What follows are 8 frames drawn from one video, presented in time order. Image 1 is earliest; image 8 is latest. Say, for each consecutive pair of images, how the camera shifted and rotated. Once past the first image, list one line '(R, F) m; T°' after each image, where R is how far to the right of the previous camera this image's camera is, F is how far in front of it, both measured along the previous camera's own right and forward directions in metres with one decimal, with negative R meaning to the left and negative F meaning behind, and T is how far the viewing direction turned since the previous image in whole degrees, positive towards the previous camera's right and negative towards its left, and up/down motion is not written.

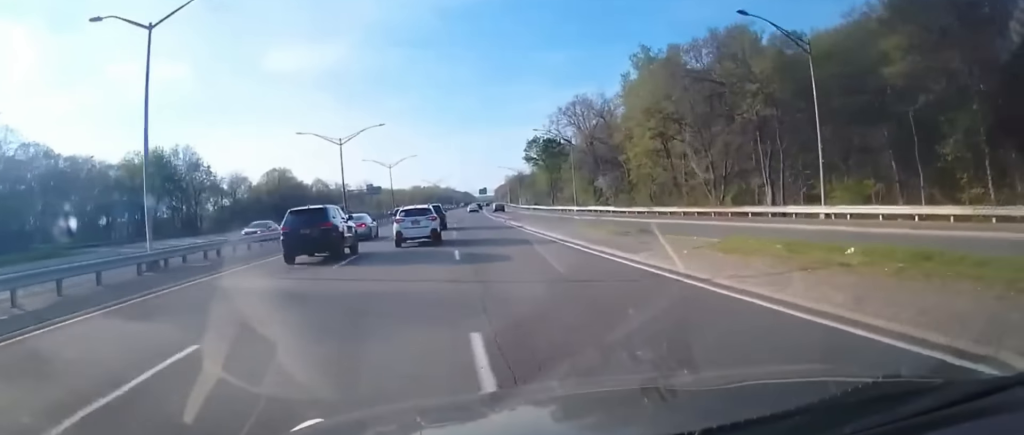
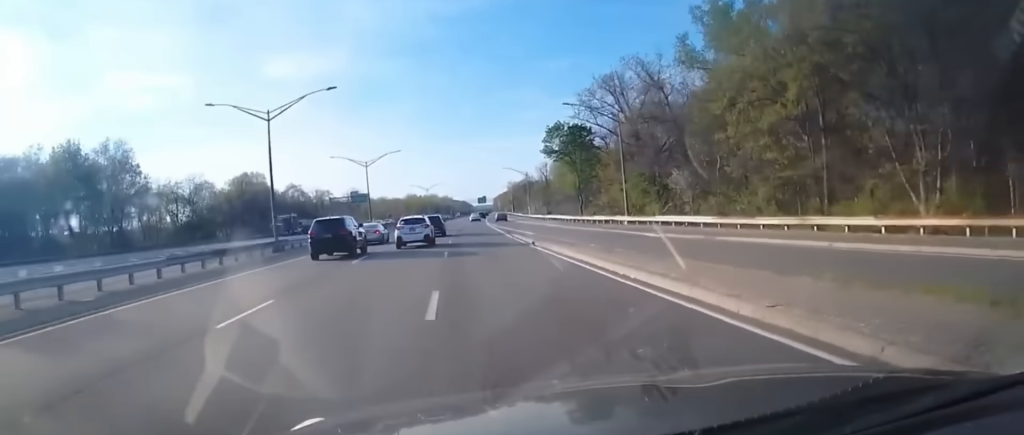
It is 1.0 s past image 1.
(-0.1, +20.7) m; 0°
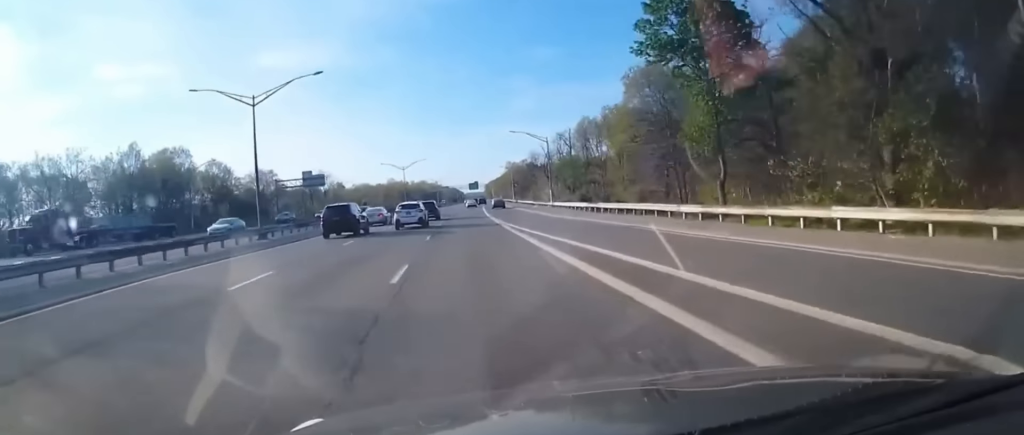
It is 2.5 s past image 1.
(+0.4, +33.1) m; +2°
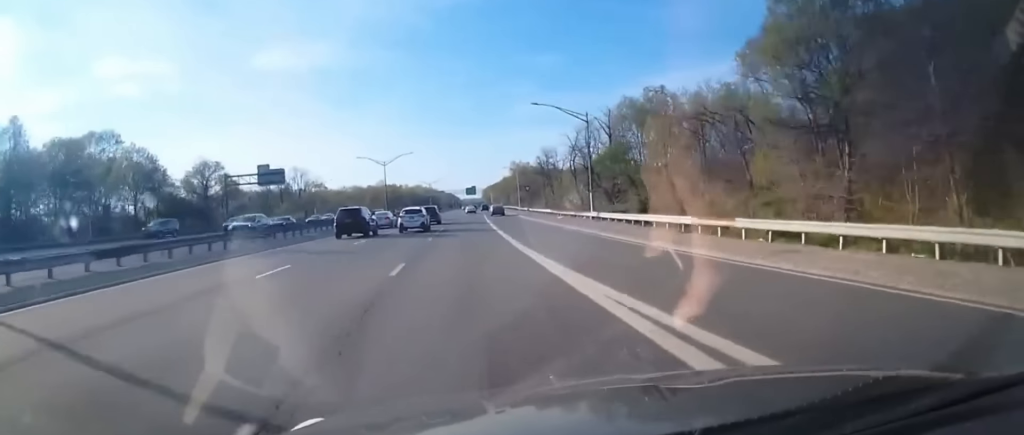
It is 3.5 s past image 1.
(+0.2, +22.5) m; +1°
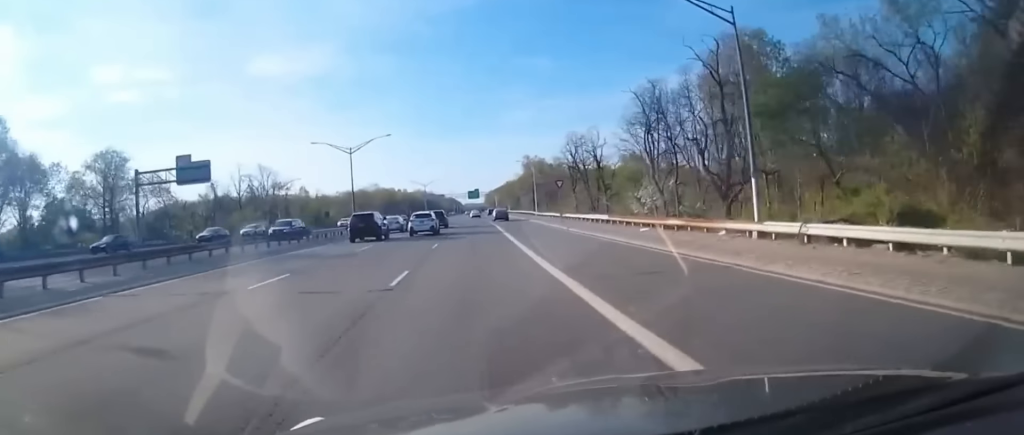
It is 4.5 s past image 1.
(0.0, +25.0) m; -1°
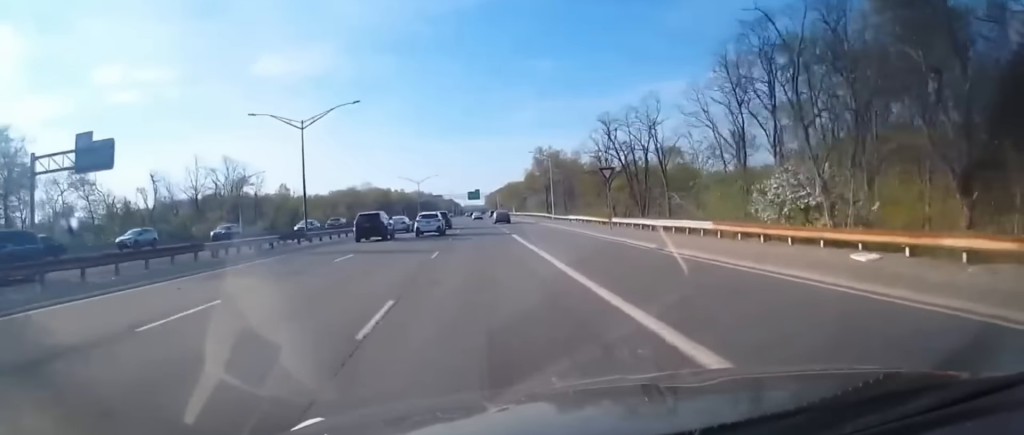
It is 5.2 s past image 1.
(-0.6, +16.7) m; -1°
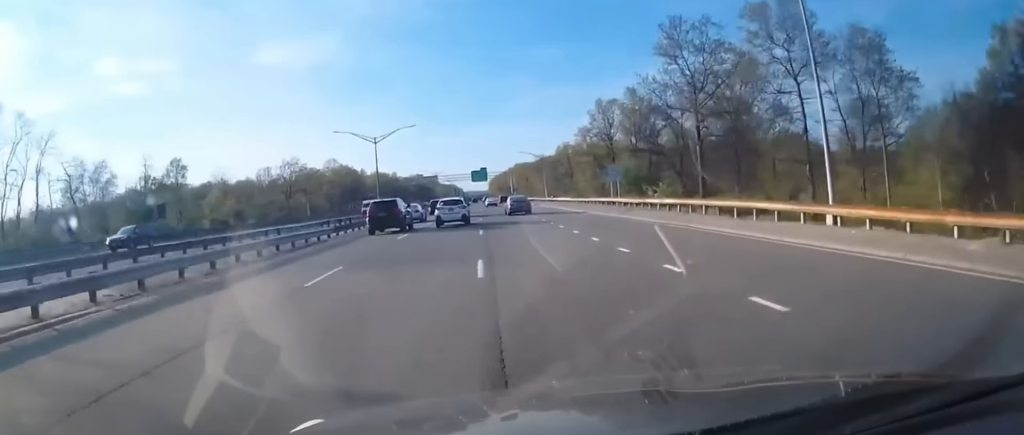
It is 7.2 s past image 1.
(0.0, +54.7) m; +1°
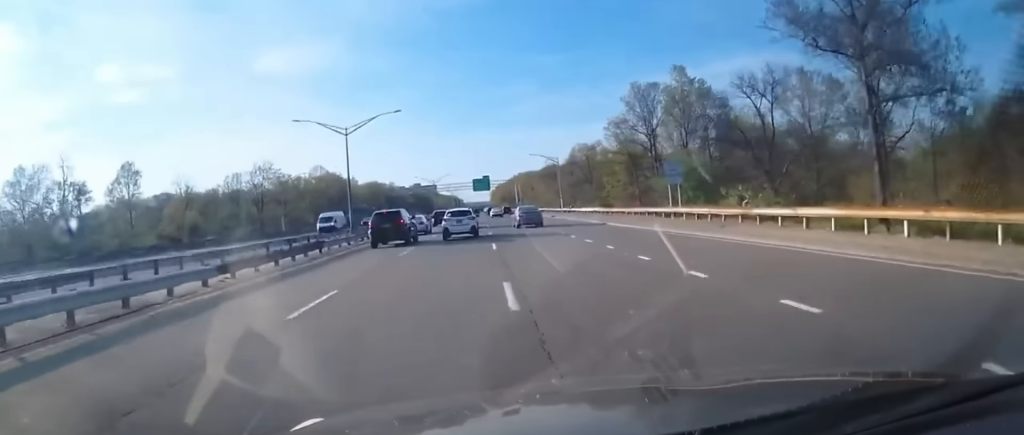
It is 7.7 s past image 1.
(+0.6, +14.7) m; +1°
